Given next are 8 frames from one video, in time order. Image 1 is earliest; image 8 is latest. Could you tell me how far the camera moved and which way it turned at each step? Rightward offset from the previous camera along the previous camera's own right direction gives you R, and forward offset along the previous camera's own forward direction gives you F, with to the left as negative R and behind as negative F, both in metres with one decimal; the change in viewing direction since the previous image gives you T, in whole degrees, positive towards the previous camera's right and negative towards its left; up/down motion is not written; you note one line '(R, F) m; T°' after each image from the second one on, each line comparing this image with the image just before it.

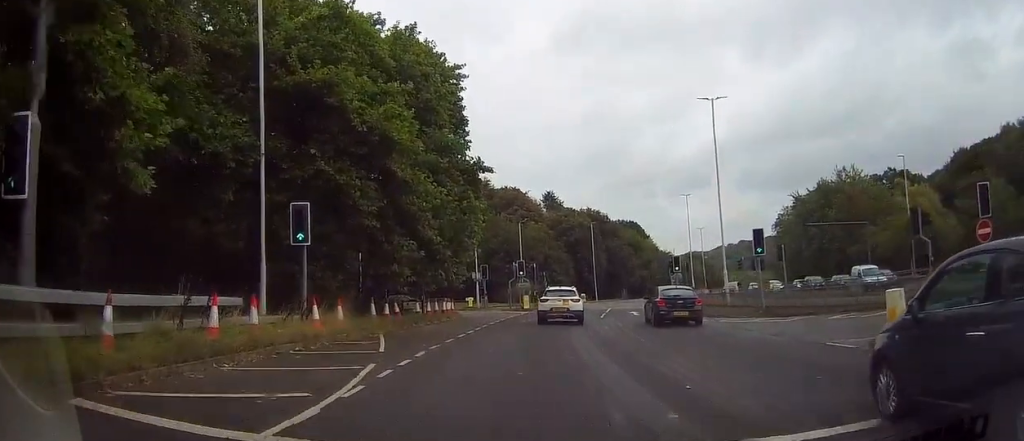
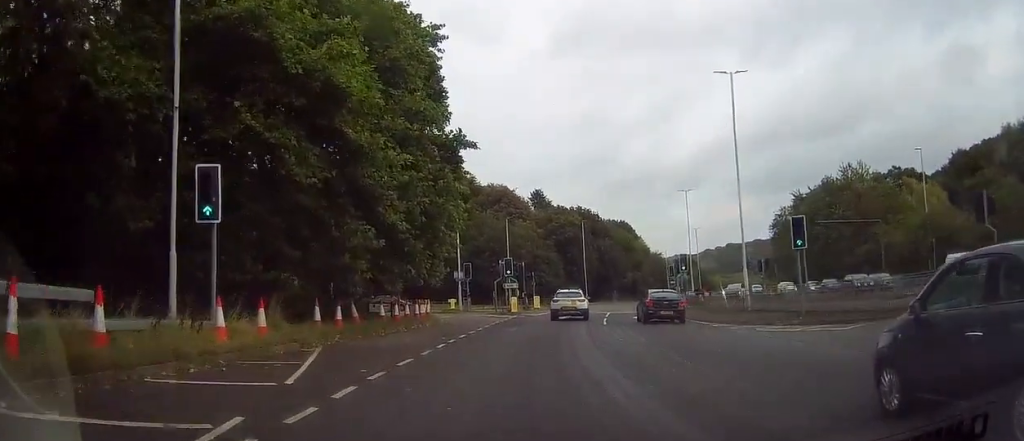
(-0.3, +4.8) m; -2°
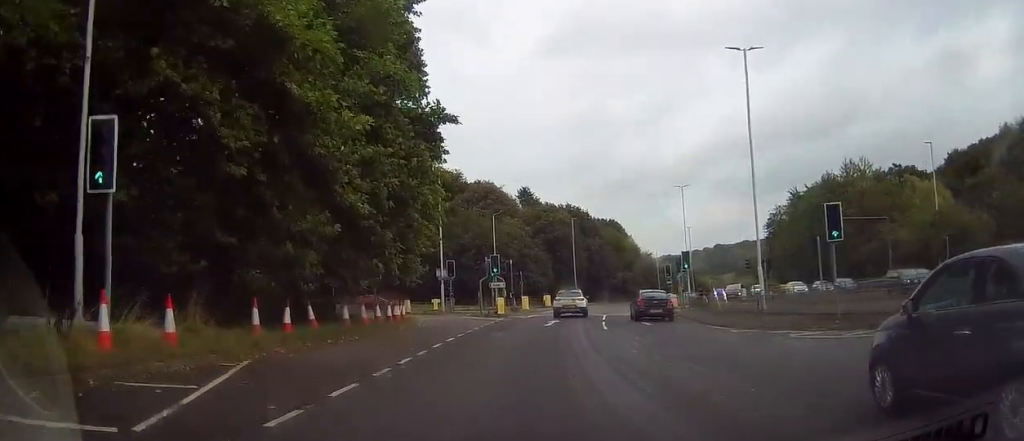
(0.0, +3.5) m; 0°
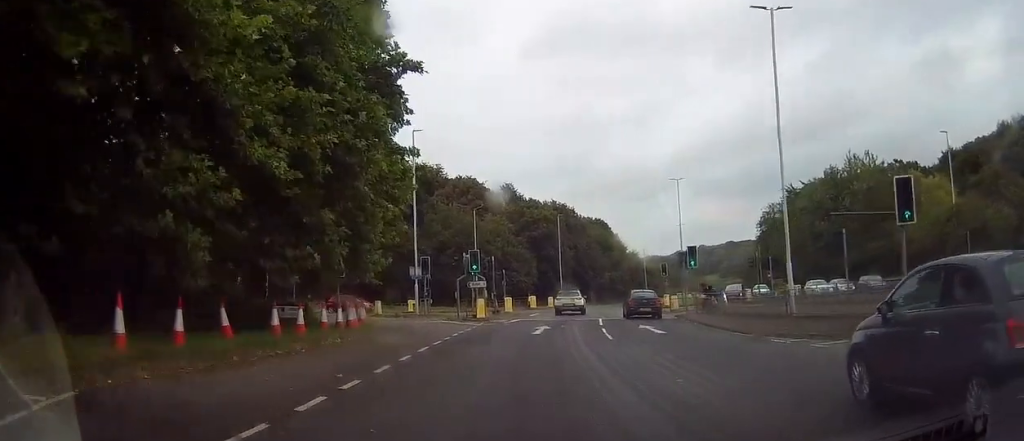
(+0.1, +4.5) m; +1°
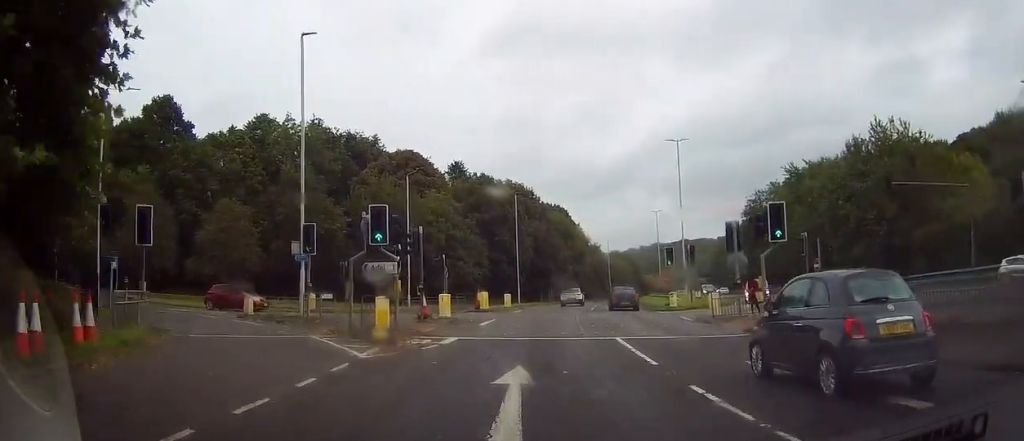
(+0.3, +15.5) m; +4°
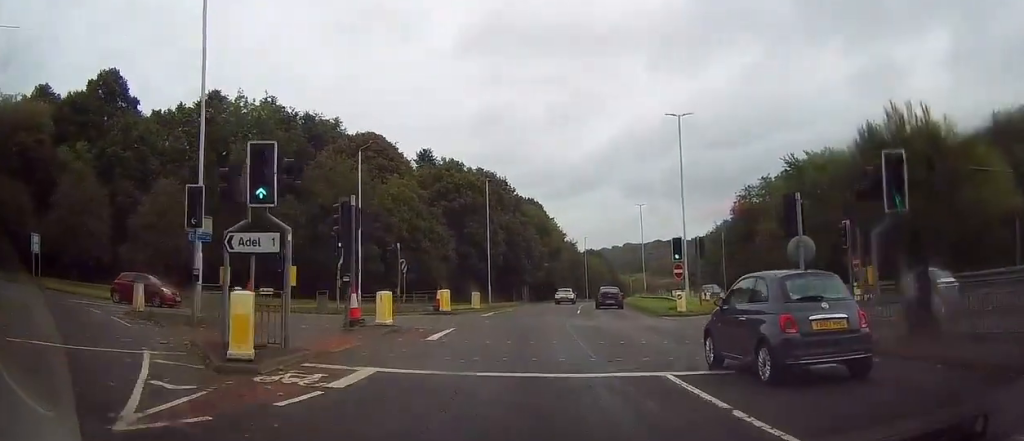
(+0.3, +7.6) m; +3°
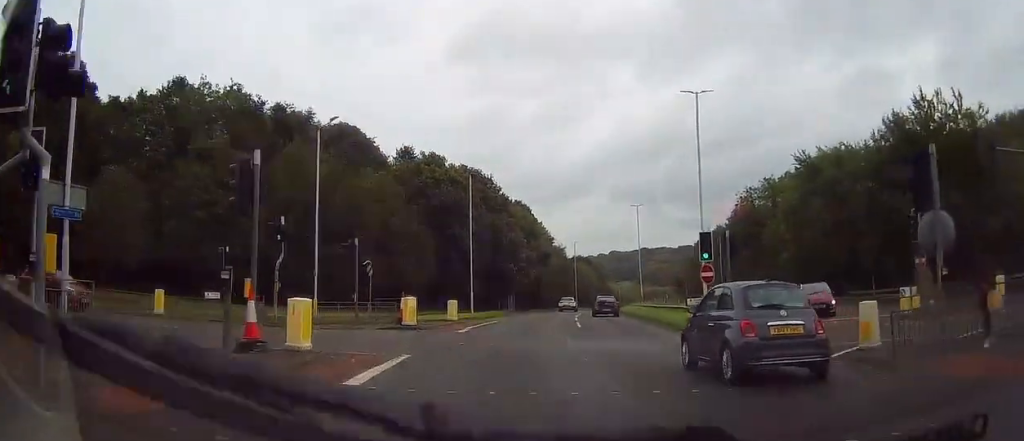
(+0.2, +6.6) m; +2°
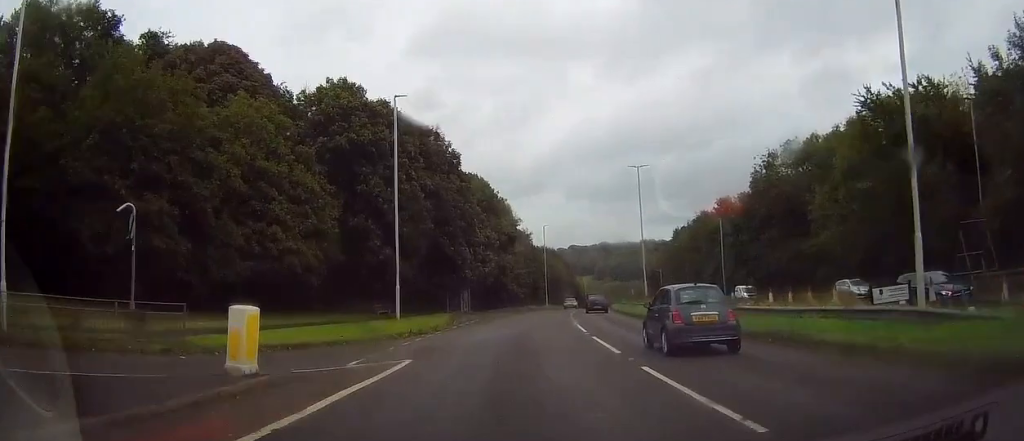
(+1.0, +21.7) m; +5°
